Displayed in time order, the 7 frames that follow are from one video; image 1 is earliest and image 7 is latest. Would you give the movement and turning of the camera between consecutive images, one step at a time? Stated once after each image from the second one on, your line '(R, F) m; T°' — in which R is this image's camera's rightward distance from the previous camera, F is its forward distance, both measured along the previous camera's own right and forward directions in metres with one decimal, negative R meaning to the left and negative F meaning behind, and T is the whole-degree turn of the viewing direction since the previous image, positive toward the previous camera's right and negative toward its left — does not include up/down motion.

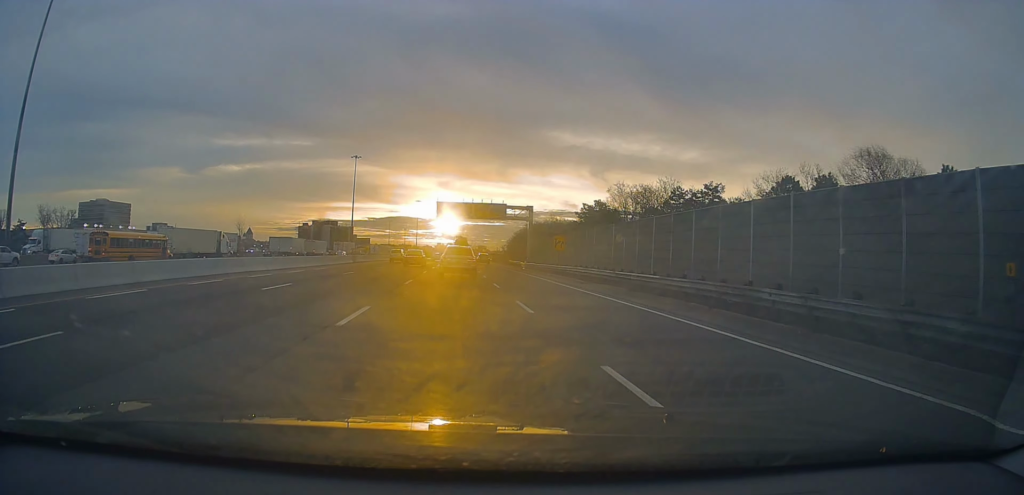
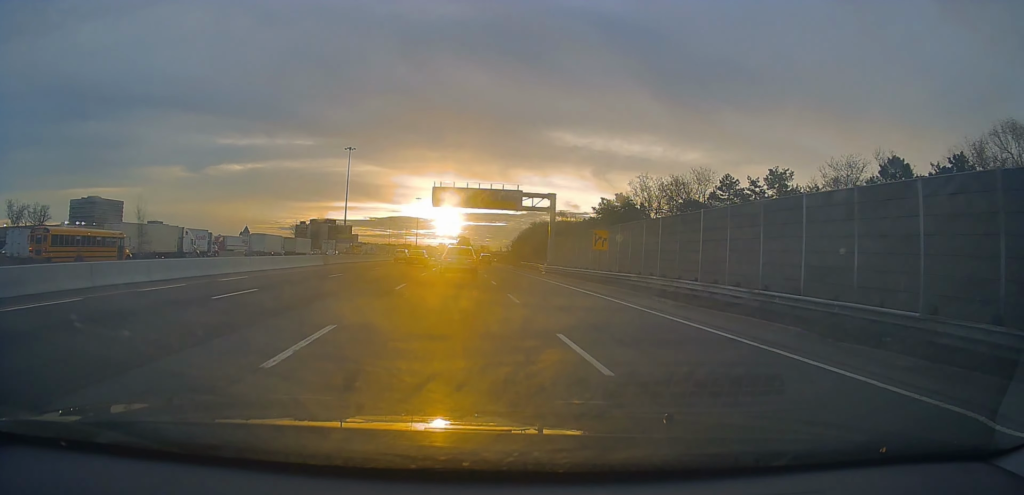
(+0.3, +15.8) m; 0°
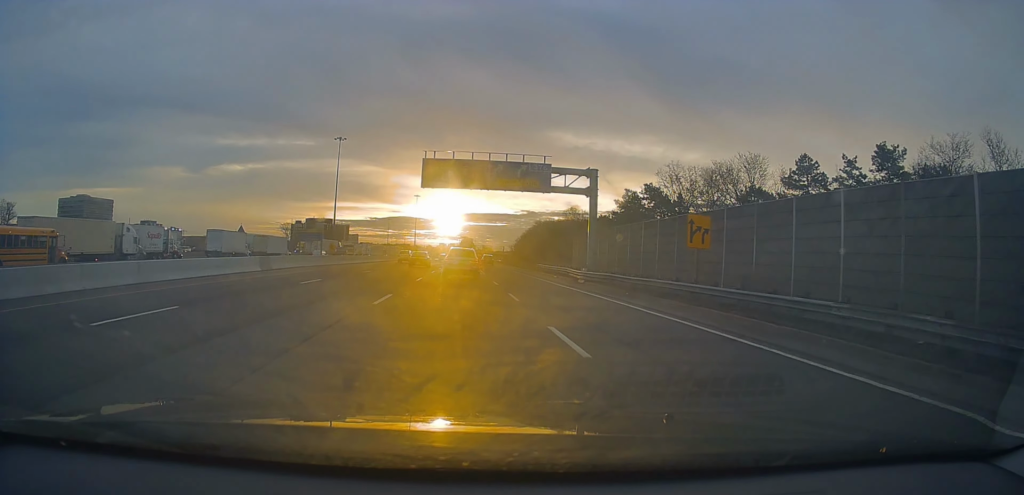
(-0.4, +17.4) m; -1°
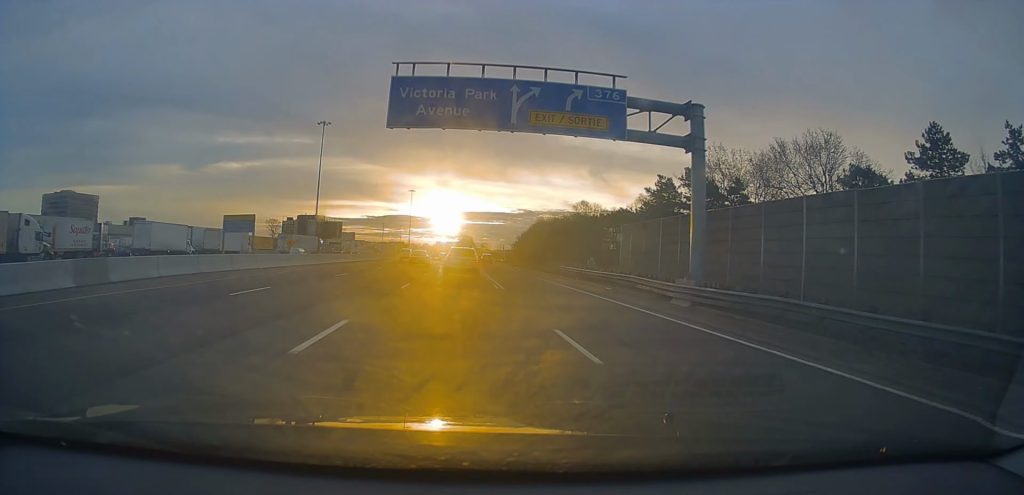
(-0.1, +19.0) m; +1°
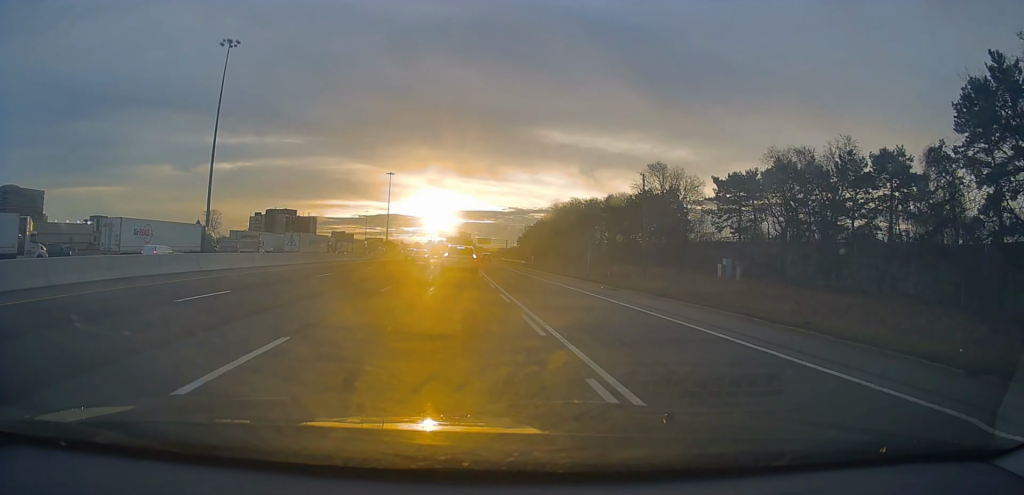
(+0.6, +64.3) m; +1°
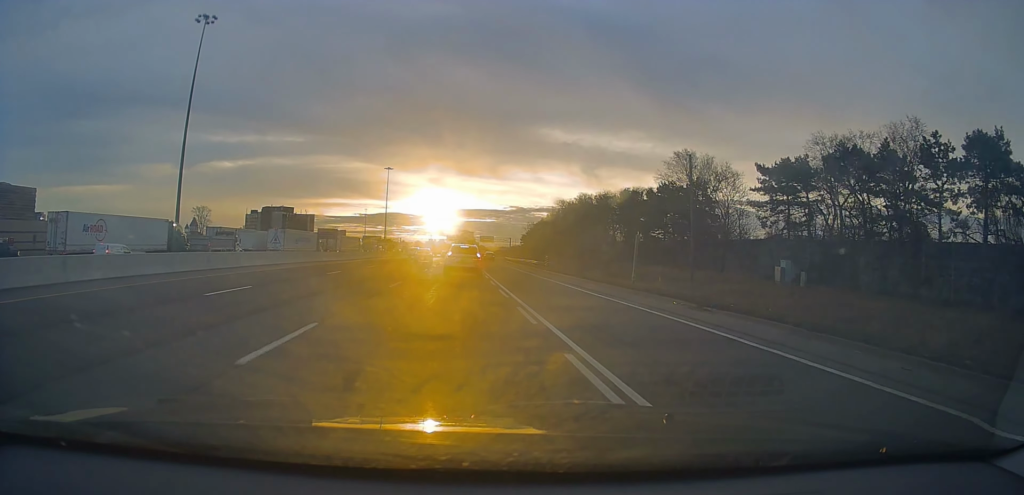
(+0.1, +11.1) m; +1°
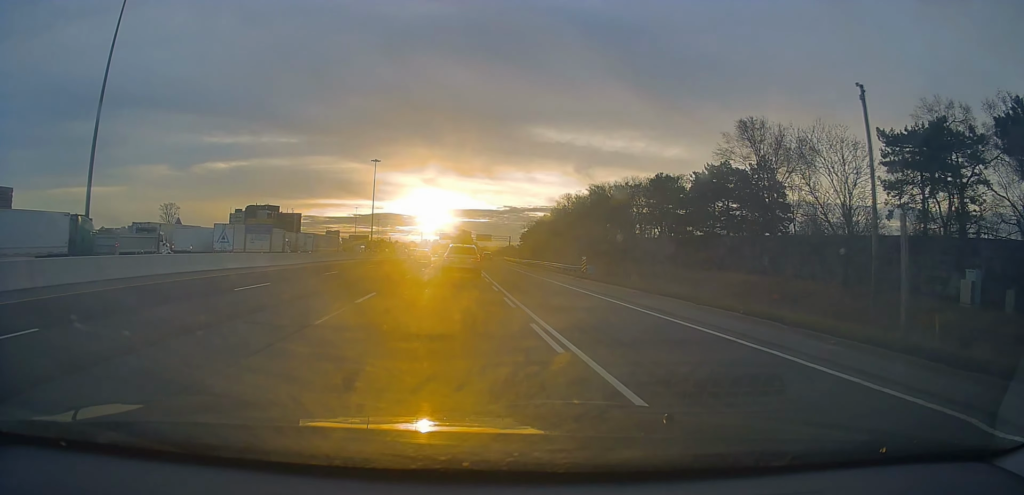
(0.0, +21.7) m; -1°
